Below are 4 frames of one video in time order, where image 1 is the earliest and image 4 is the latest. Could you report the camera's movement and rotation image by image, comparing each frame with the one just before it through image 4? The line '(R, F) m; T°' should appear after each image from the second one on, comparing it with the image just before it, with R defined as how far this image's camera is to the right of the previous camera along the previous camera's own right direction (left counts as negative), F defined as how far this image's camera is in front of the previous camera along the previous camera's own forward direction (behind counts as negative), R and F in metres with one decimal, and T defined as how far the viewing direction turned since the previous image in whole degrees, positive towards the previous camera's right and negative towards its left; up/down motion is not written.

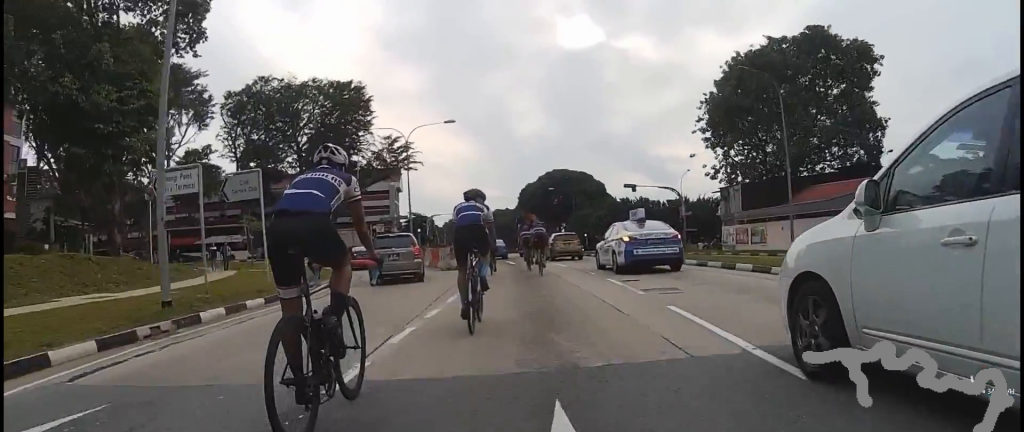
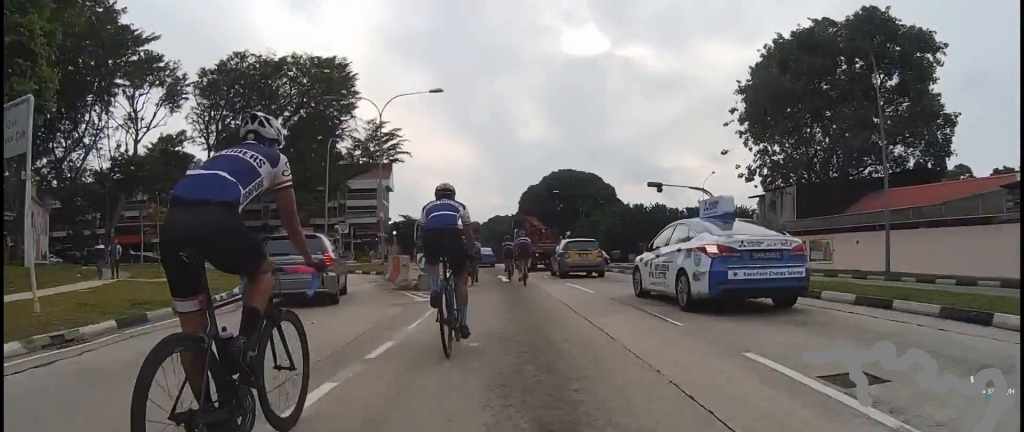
(+0.2, +8.7) m; -3°
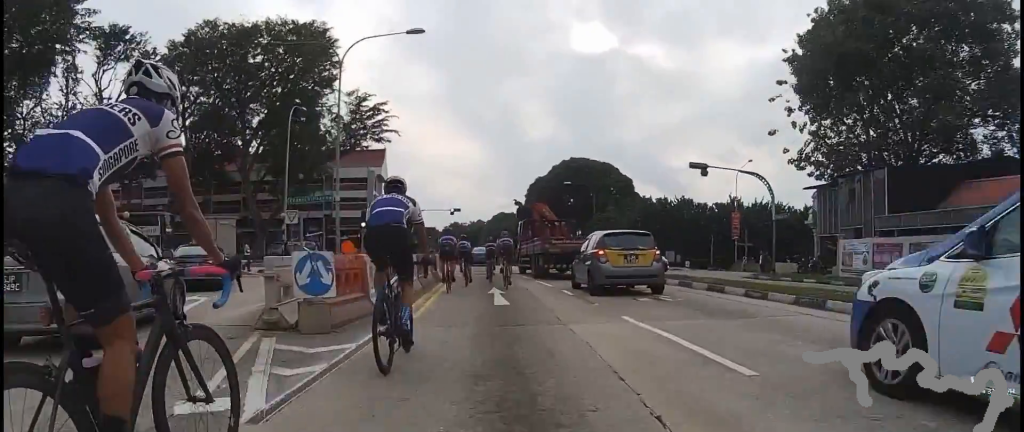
(-0.6, +8.6) m; -5°
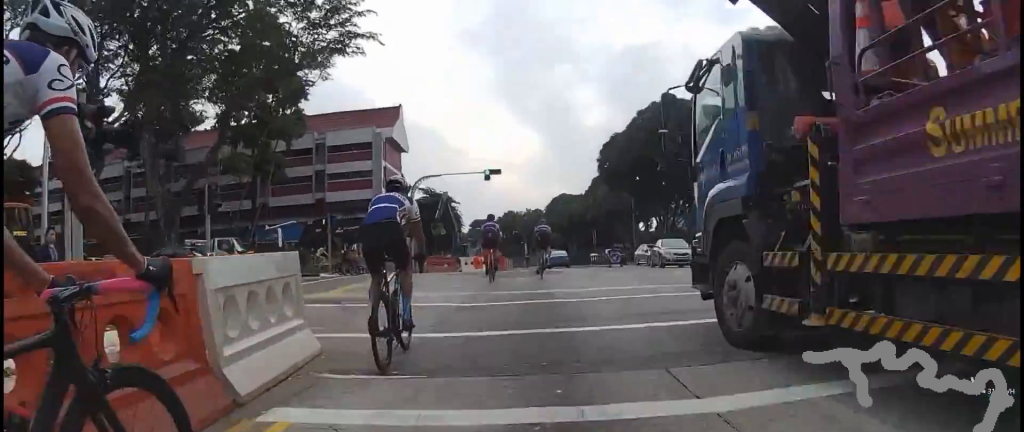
(-0.3, +23.2) m; -1°
